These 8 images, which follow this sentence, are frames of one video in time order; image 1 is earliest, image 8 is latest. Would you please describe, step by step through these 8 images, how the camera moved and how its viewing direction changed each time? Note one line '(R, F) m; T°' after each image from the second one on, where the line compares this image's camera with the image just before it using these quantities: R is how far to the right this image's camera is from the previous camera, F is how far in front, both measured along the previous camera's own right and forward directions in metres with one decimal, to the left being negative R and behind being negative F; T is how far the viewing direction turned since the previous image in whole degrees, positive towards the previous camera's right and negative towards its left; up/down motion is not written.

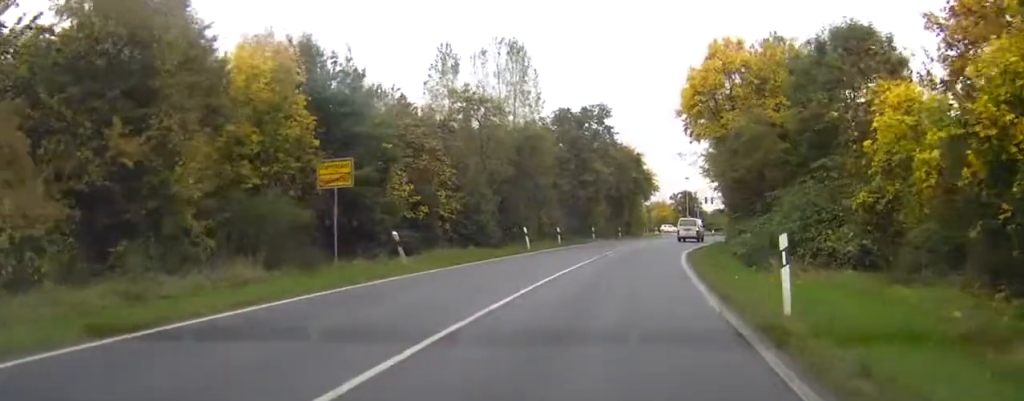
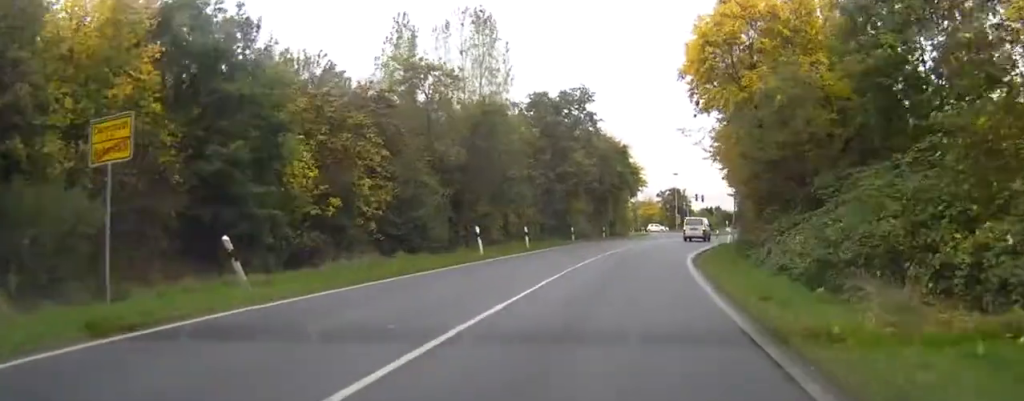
(+0.1, +8.6) m; +1°
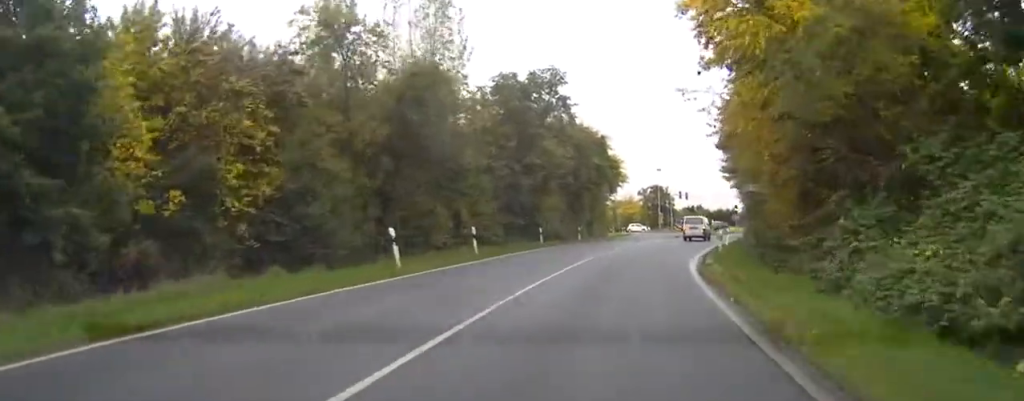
(+0.1, +8.1) m; +1°
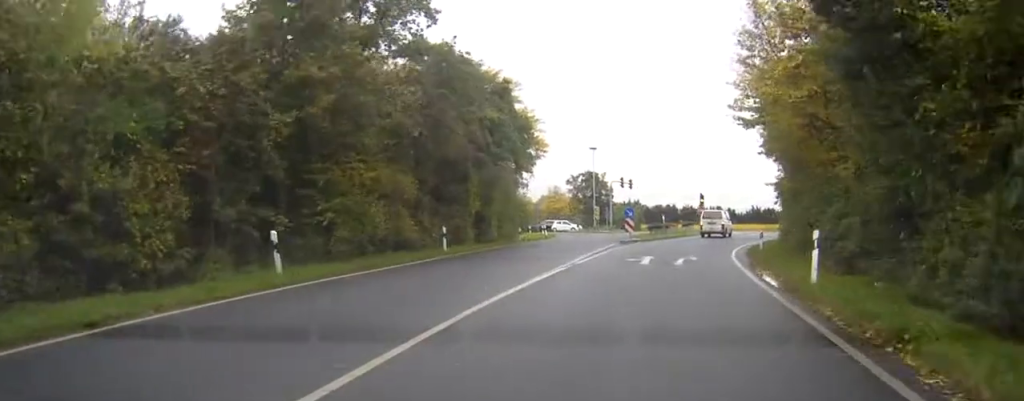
(+1.4, +28.0) m; +6°
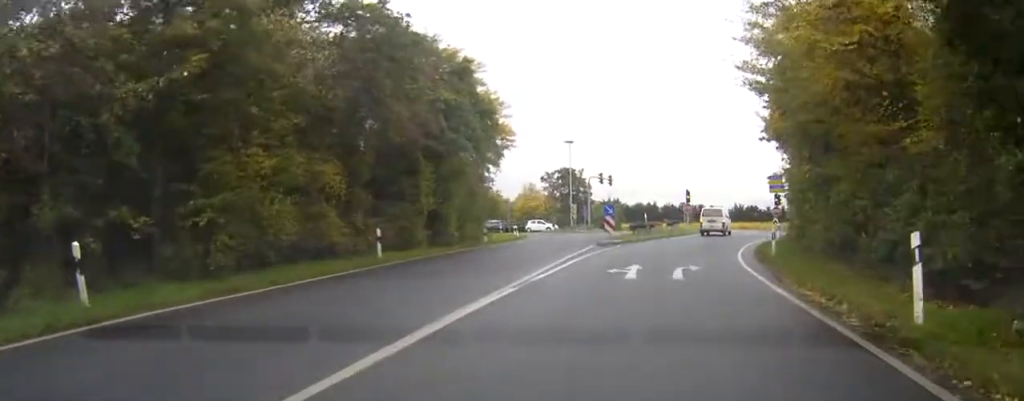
(0.0, +6.0) m; +1°
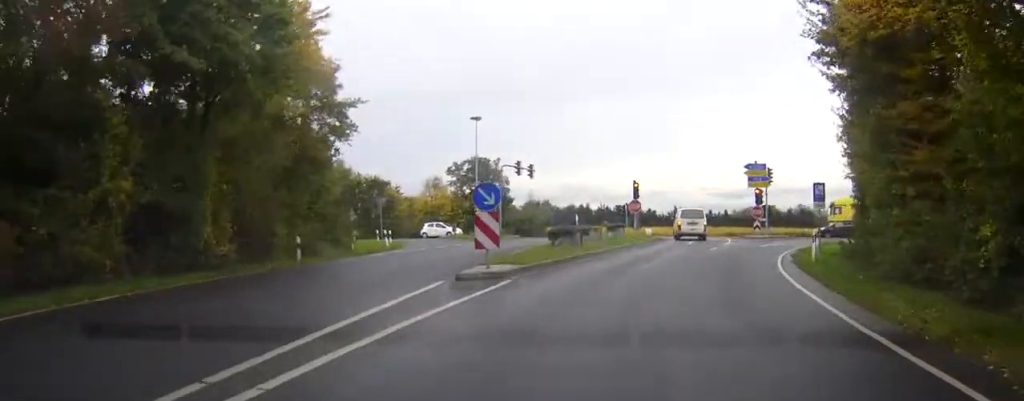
(+0.9, +18.8) m; +5°
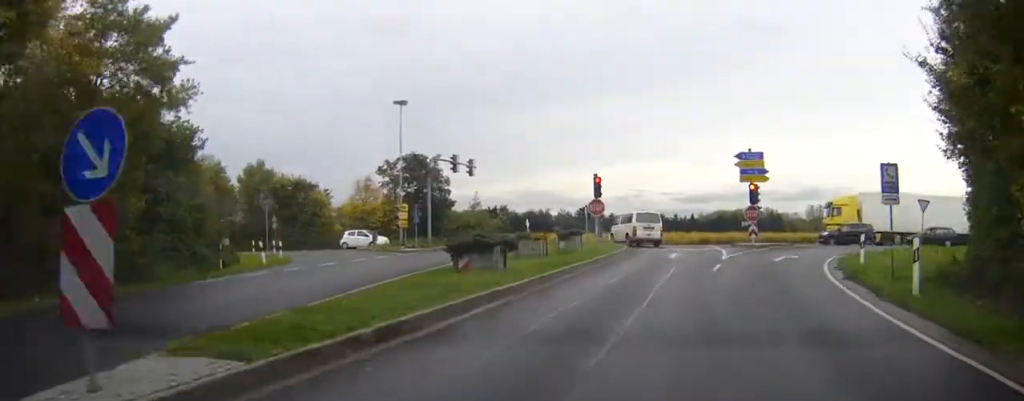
(+0.3, +10.9) m; +3°
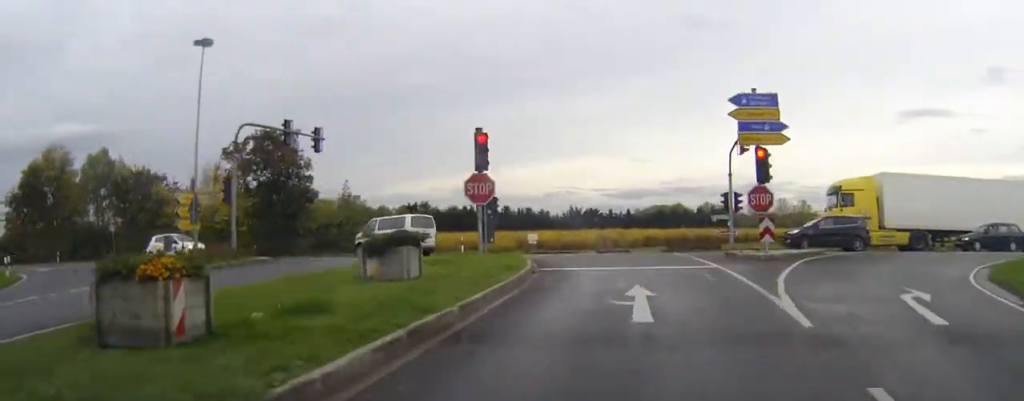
(+0.7, +17.1) m; +3°
